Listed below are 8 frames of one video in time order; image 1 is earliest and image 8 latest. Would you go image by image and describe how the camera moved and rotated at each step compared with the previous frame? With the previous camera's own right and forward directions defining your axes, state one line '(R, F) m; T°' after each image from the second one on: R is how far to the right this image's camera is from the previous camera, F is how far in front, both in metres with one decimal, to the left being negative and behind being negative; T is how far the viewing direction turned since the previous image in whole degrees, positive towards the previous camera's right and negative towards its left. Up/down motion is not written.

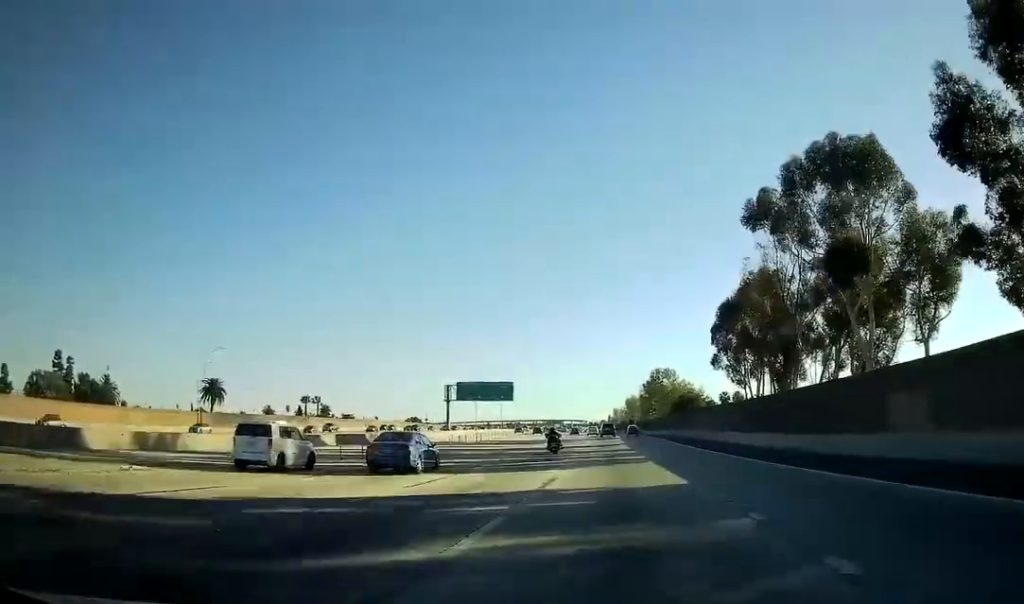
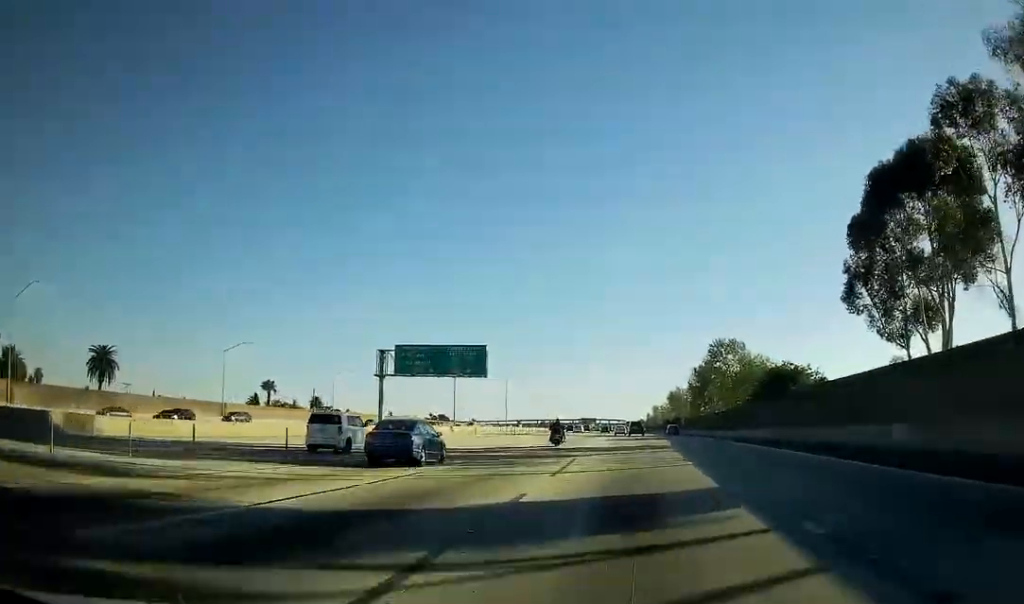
(-2.4, +52.6) m; -3°
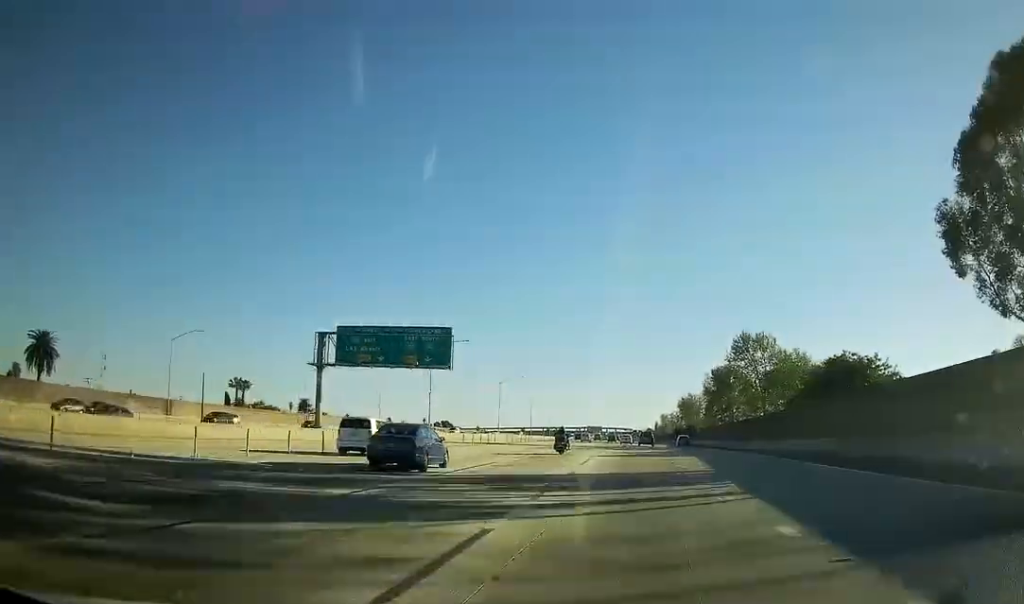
(0.0, +18.2) m; 0°
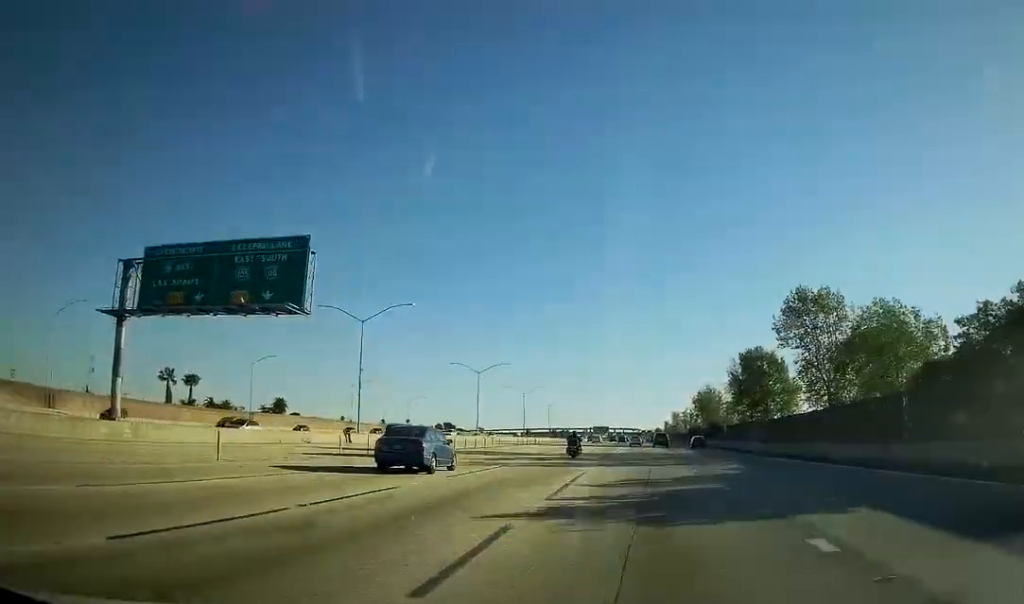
(0.0, +29.5) m; 0°
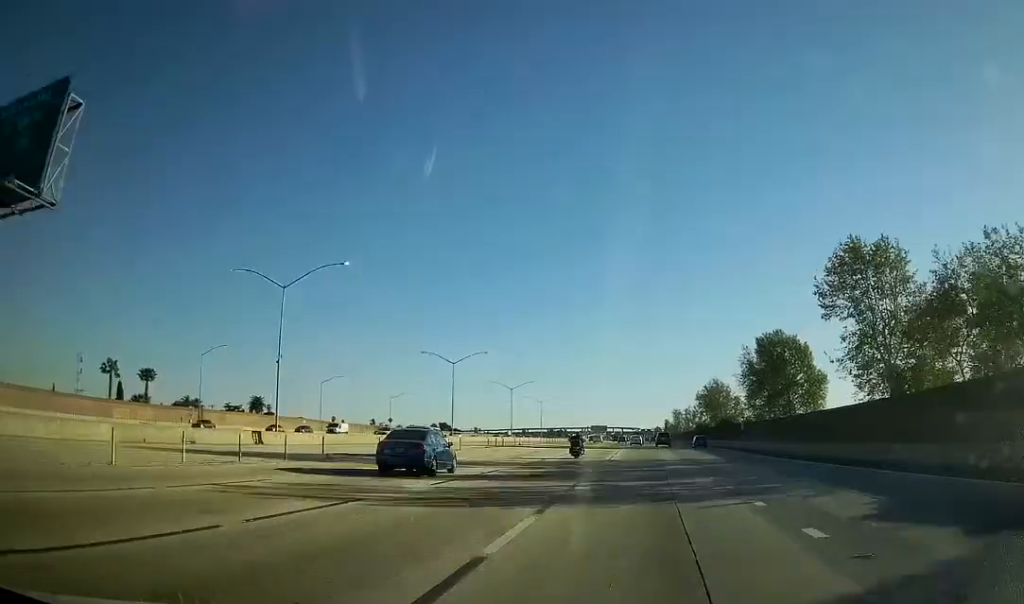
(0.0, +17.9) m; 0°
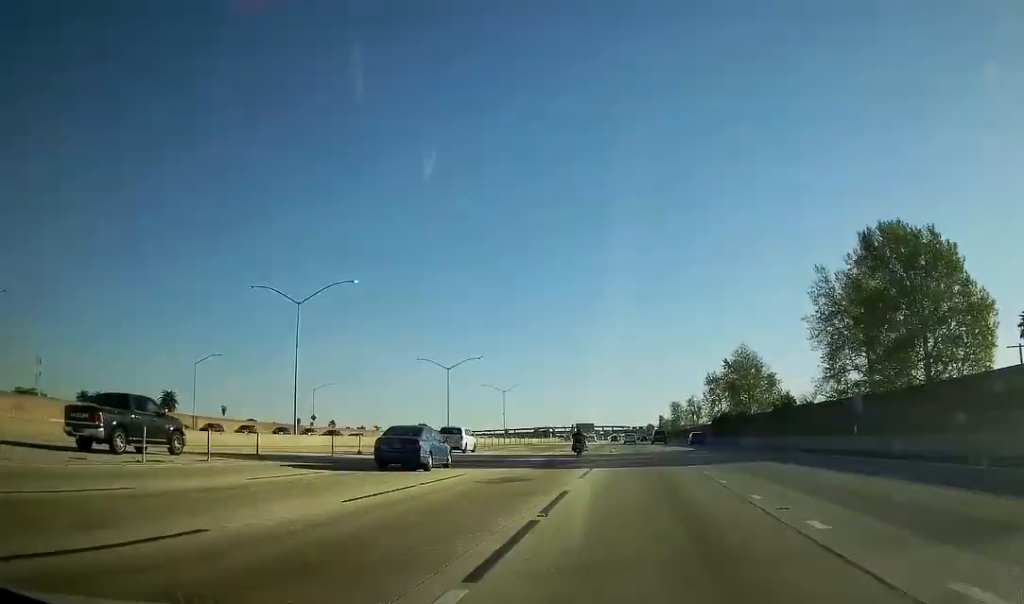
(-0.7, +50.4) m; -1°
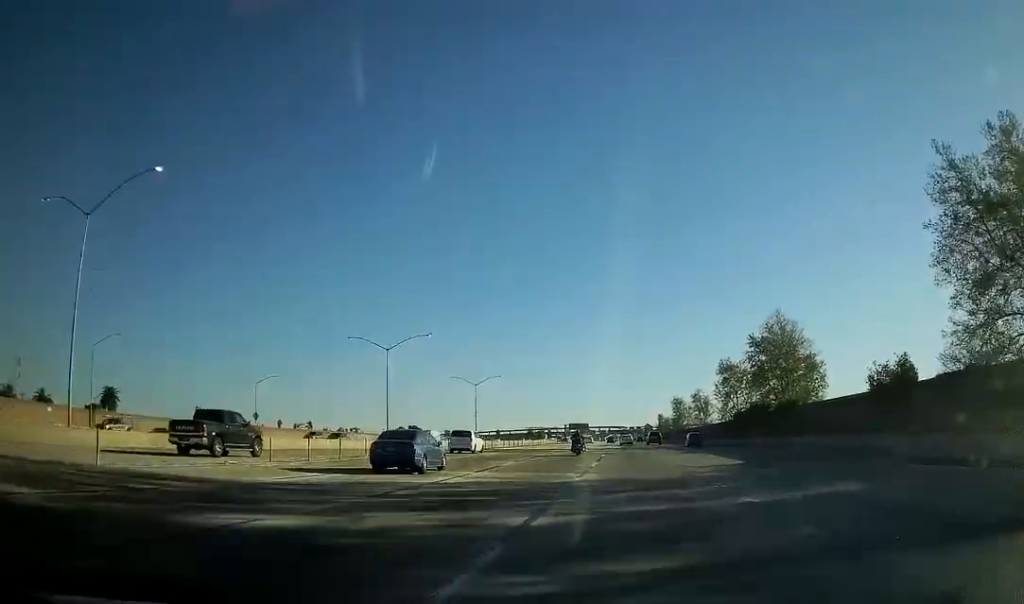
(+0.2, +27.6) m; +1°
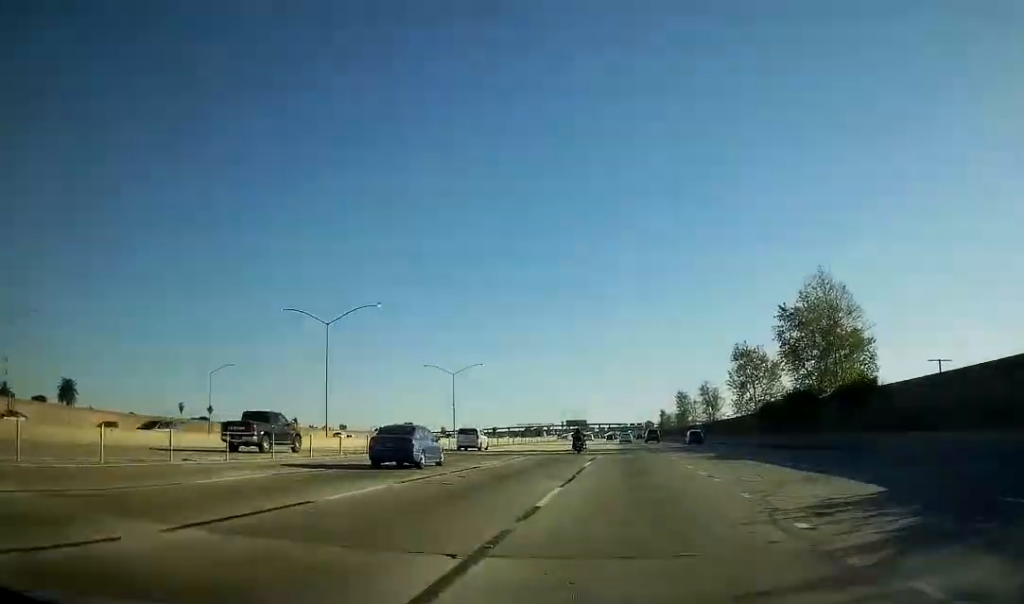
(+0.5, +18.3) m; 0°
